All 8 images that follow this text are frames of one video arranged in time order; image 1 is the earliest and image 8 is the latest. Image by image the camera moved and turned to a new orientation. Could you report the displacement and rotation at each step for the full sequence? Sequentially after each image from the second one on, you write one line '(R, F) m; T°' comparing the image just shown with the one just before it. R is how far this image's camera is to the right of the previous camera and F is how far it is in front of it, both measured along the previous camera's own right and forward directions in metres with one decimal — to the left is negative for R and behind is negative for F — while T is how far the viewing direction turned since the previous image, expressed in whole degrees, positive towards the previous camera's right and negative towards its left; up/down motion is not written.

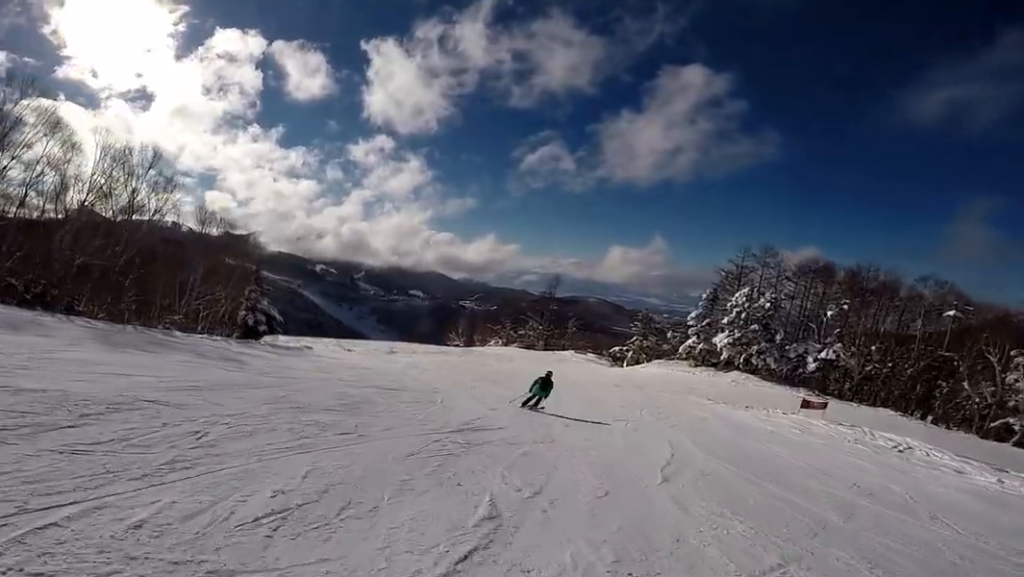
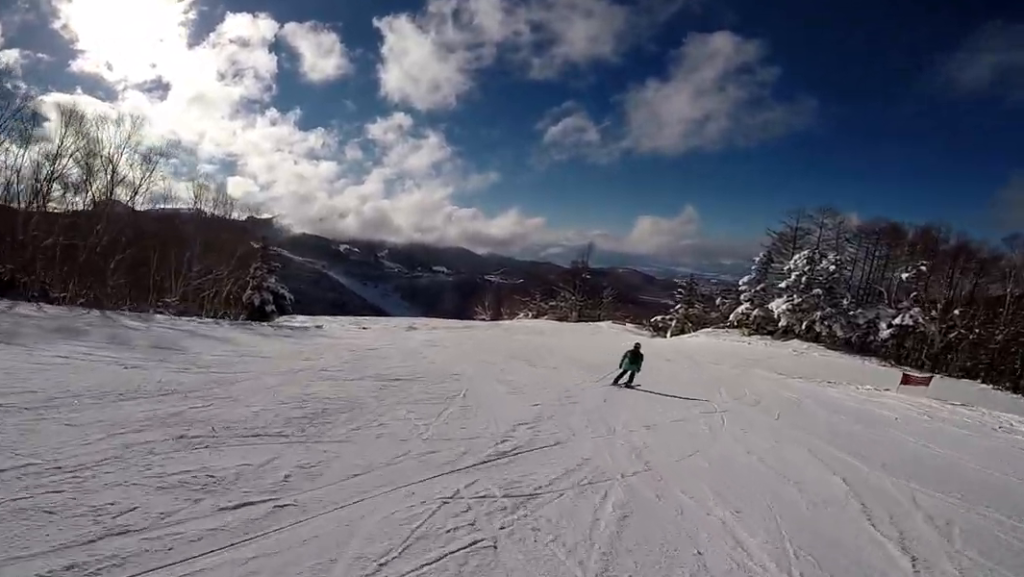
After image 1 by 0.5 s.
(+0.1, +3.6) m; +3°
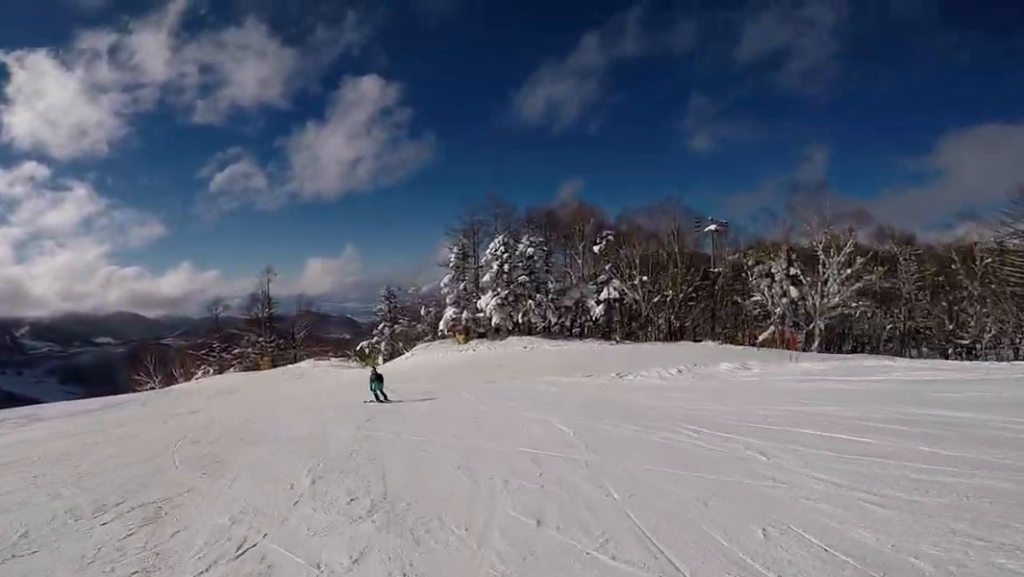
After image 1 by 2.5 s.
(+2.1, +14.8) m; +8°
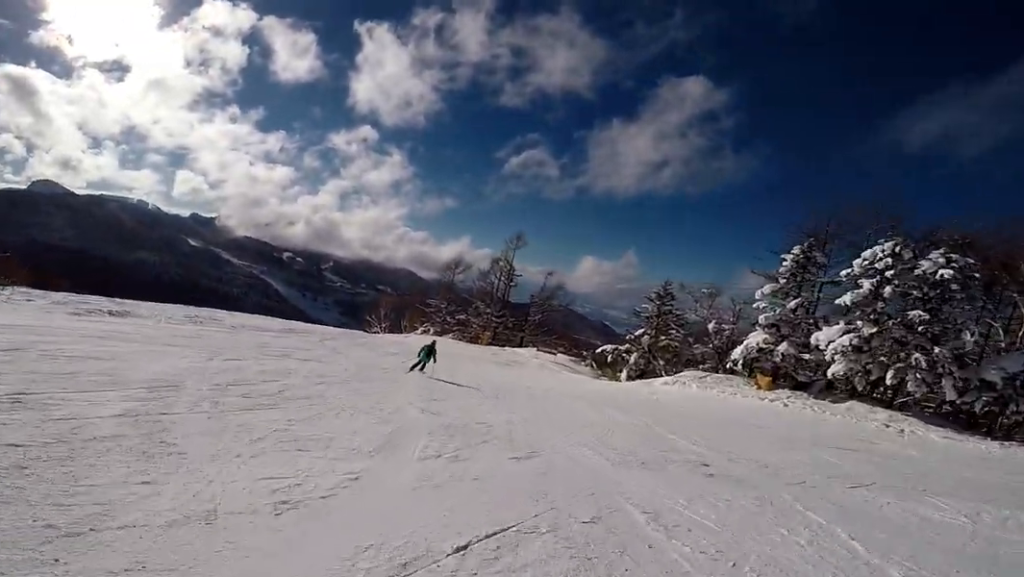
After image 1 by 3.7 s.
(0.0, +8.9) m; -7°
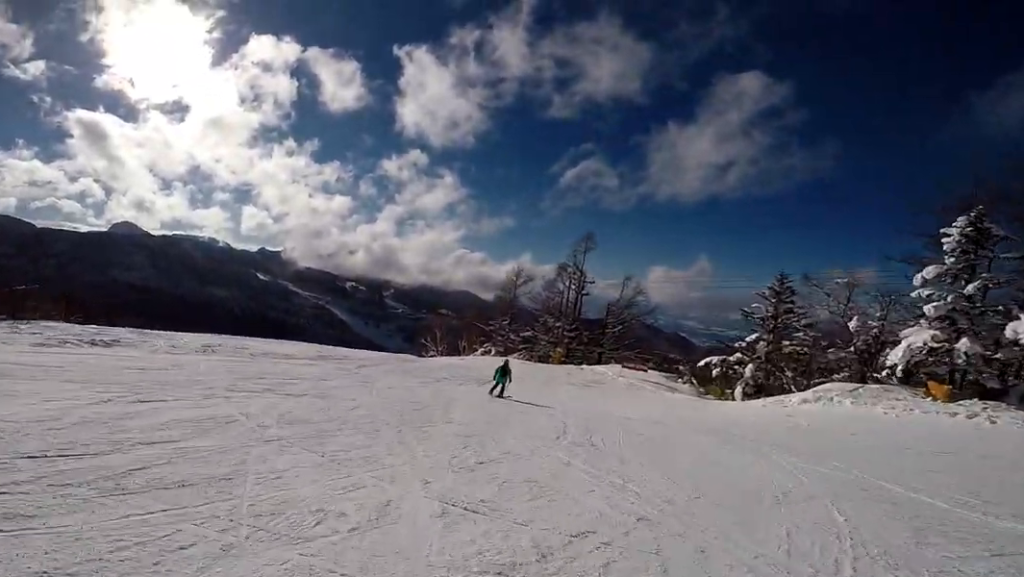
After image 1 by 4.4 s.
(-0.1, +4.9) m; -10°
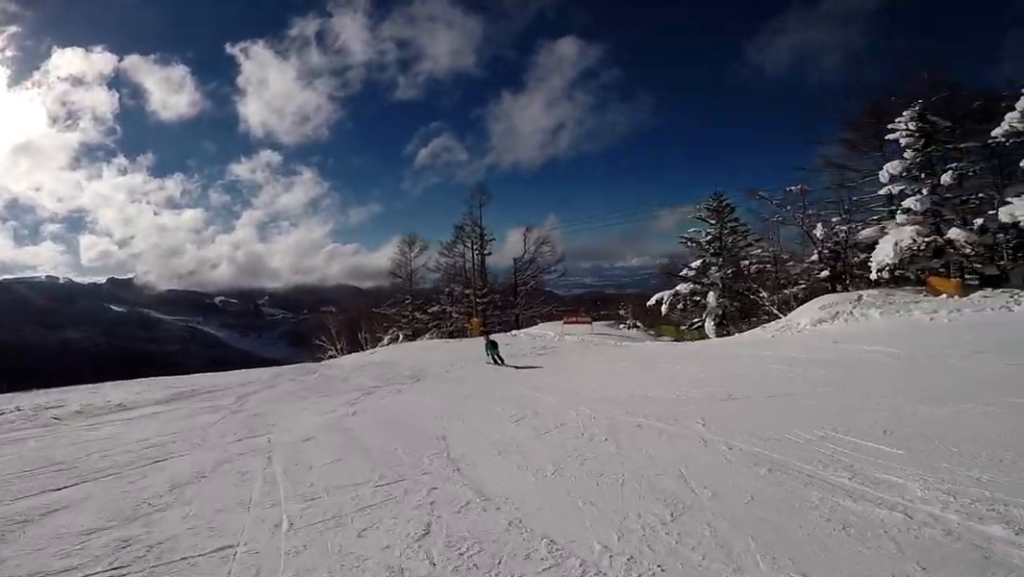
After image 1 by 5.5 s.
(-1.4, +7.5) m; -5°
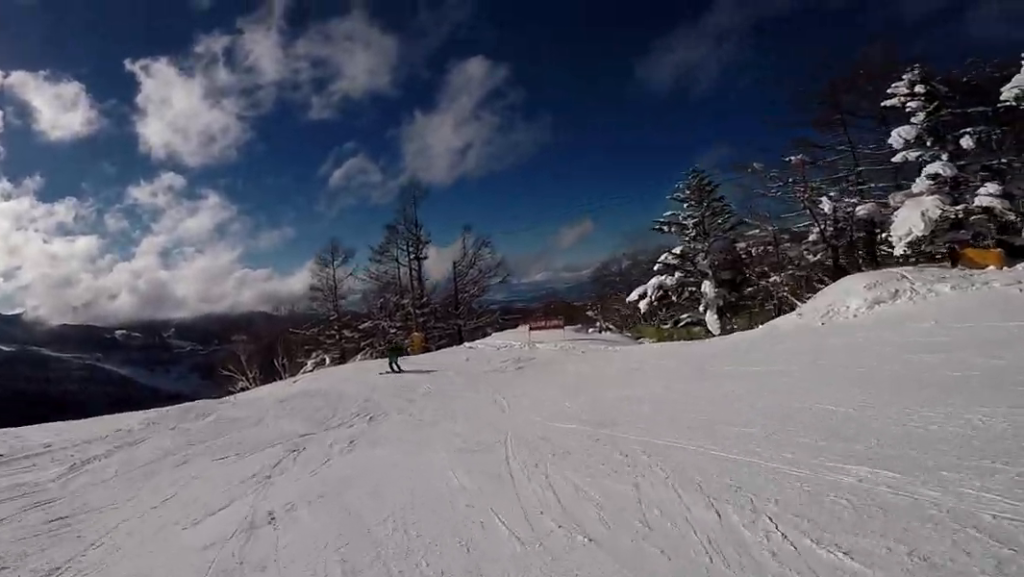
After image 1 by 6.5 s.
(+0.5, +6.0) m; +12°
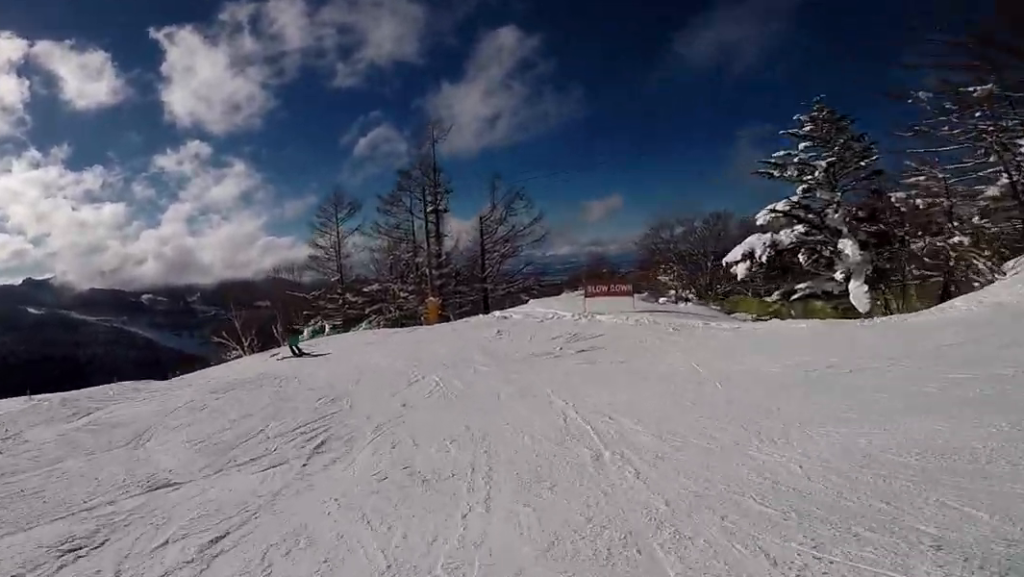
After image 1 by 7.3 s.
(+0.7, +5.3) m; +7°
